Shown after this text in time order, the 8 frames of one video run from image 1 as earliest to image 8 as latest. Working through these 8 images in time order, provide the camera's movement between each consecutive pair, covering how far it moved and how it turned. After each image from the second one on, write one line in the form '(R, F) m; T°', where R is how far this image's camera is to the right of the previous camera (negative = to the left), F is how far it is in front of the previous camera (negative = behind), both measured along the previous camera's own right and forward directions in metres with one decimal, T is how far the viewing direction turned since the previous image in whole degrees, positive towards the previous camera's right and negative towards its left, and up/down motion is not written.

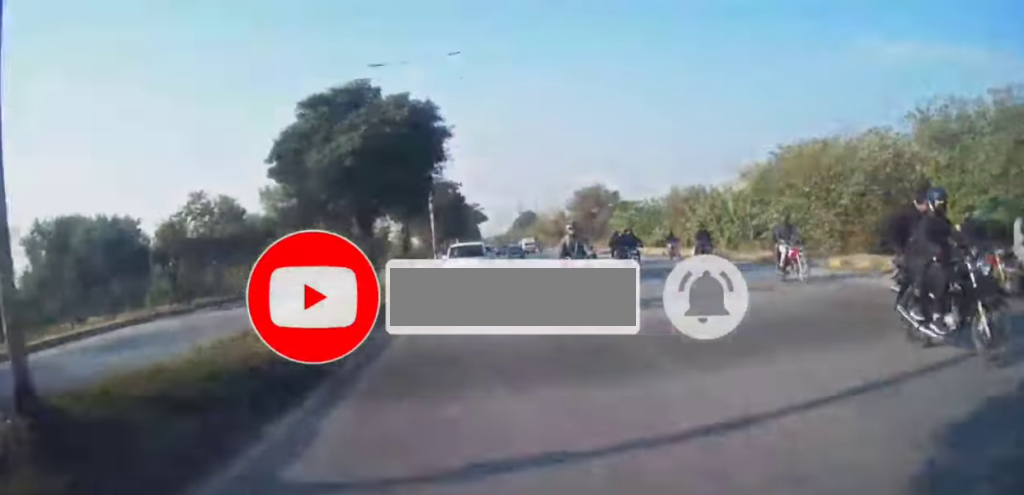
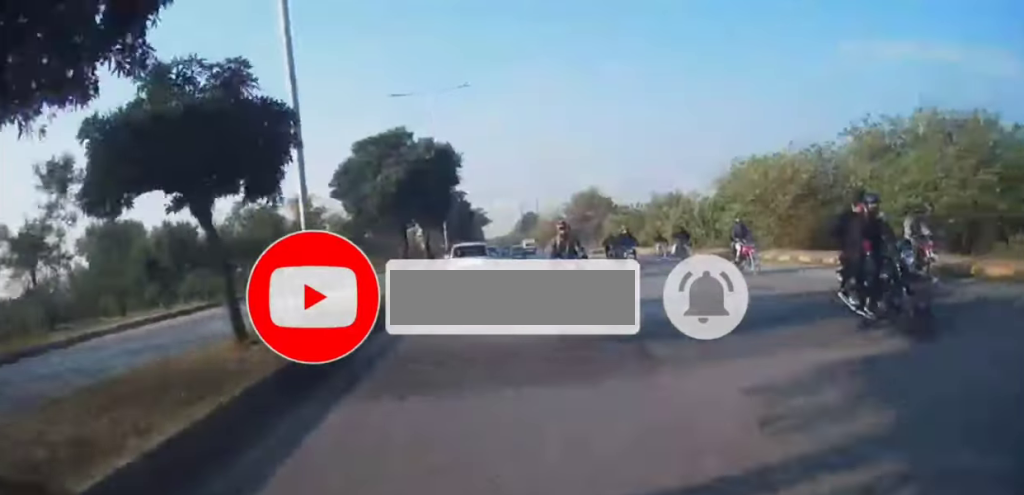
(0.0, +8.1) m; 0°
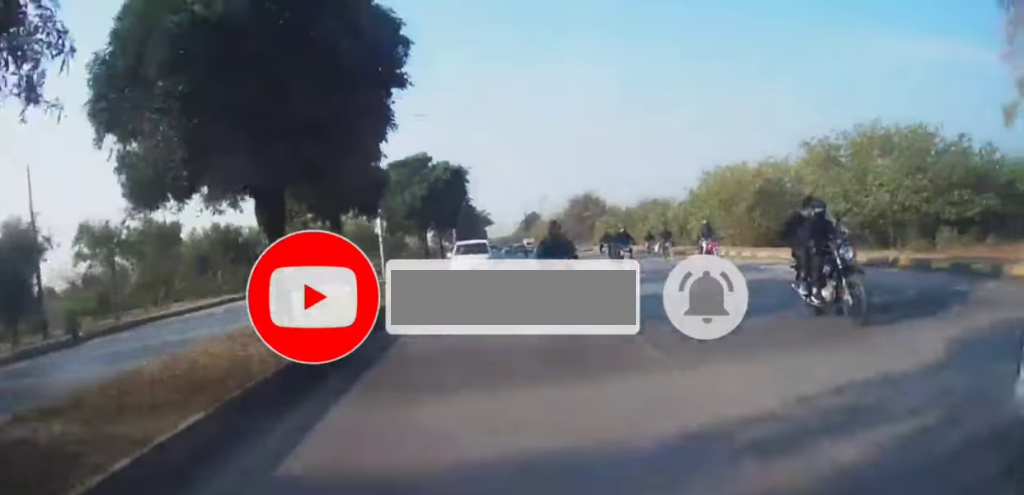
(0.0, +8.1) m; -1°
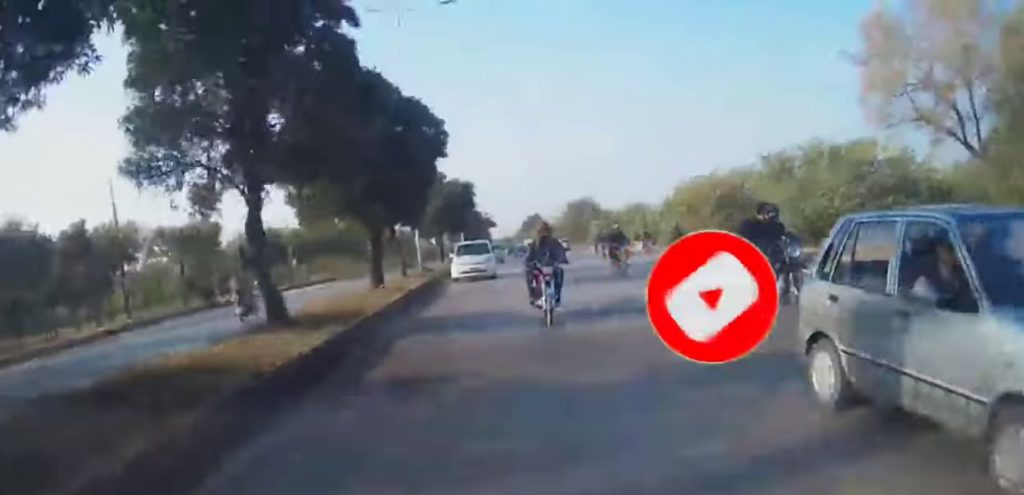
(+0.1, +9.3) m; -1°
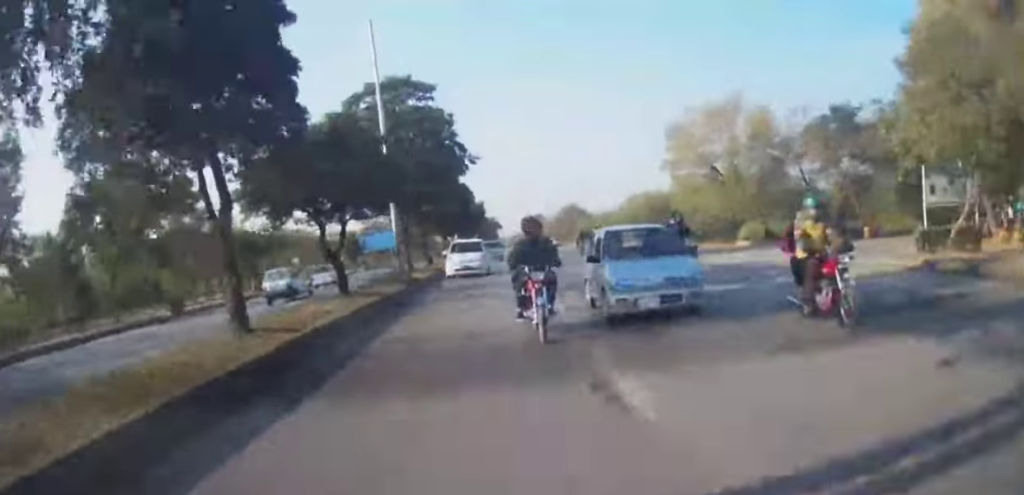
(-0.3, +28.7) m; 0°
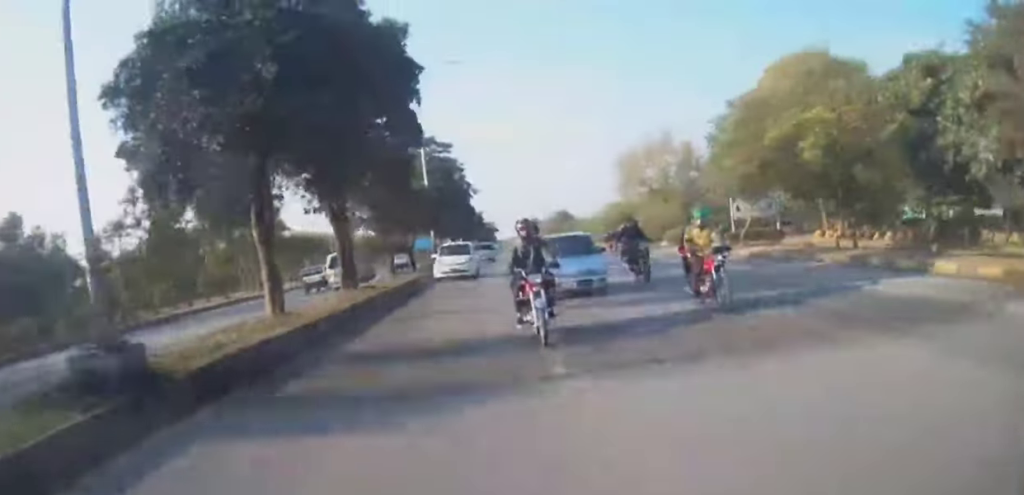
(+0.1, +17.9) m; 0°
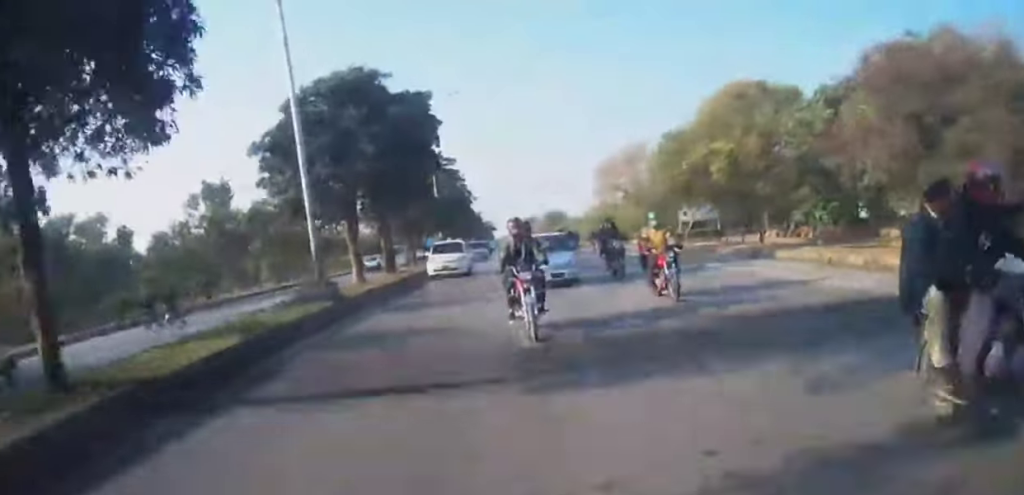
(-0.2, +9.7) m; 0°
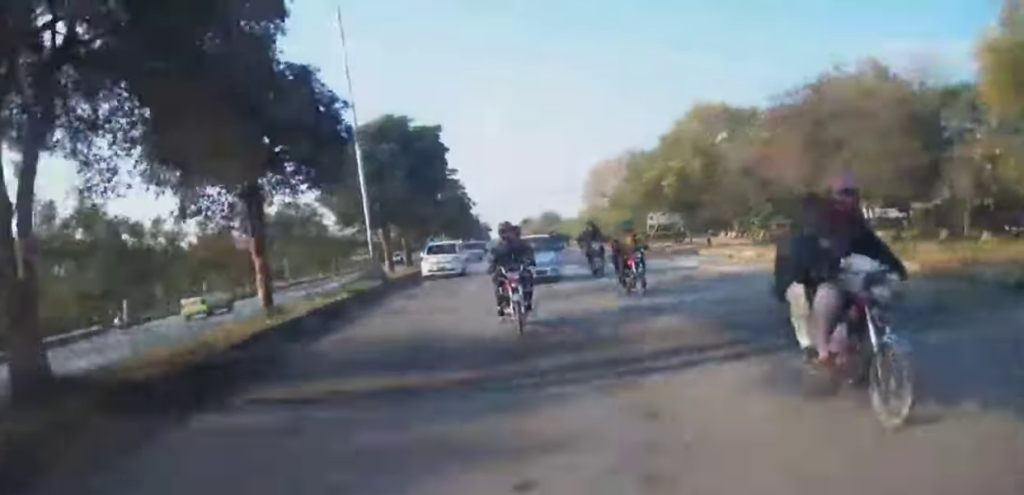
(+0.1, +8.5) m; 0°
